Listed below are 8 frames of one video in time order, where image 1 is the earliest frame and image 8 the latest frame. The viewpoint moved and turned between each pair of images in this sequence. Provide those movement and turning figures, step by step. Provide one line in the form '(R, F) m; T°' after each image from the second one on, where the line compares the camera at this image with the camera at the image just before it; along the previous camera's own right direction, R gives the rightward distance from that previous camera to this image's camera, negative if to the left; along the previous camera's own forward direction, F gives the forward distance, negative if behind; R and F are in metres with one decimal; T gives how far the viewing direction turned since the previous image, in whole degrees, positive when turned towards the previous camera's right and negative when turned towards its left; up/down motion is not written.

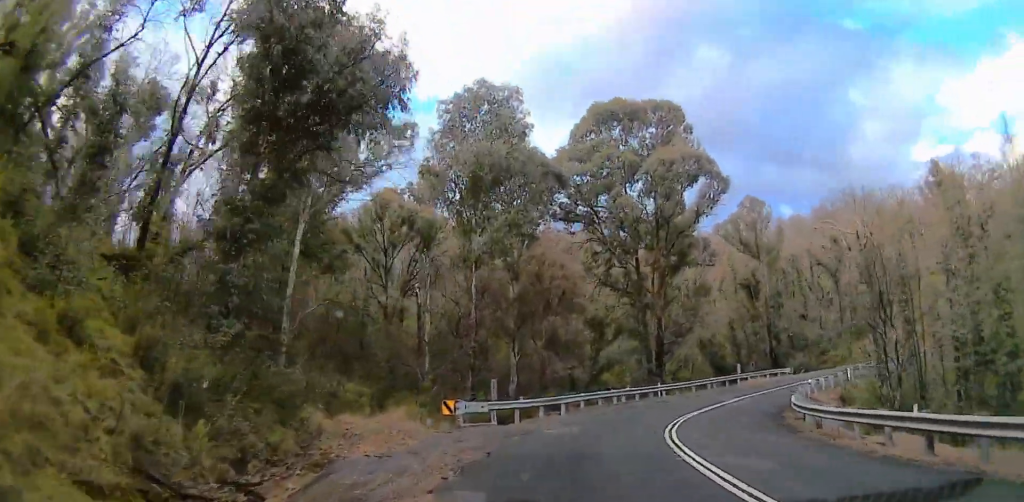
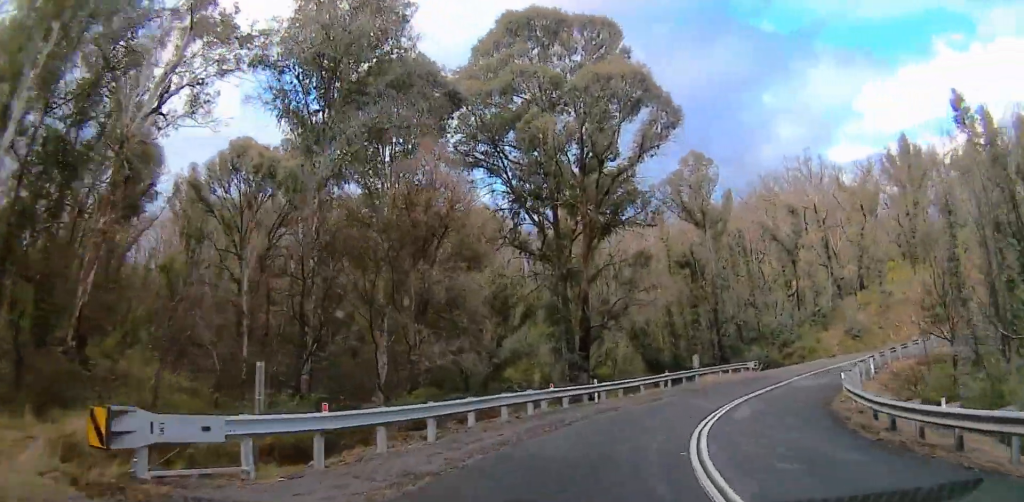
(+0.4, +13.7) m; +5°
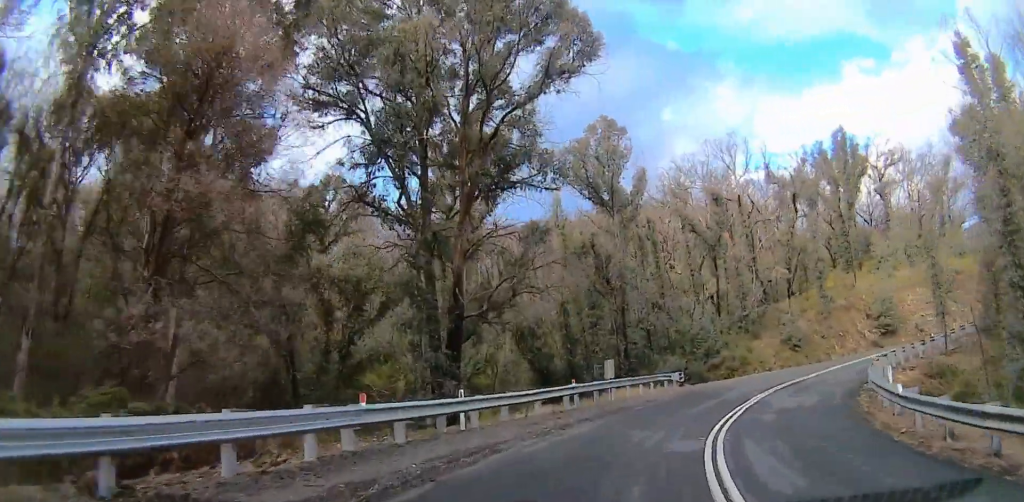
(-0.1, +10.1) m; +8°
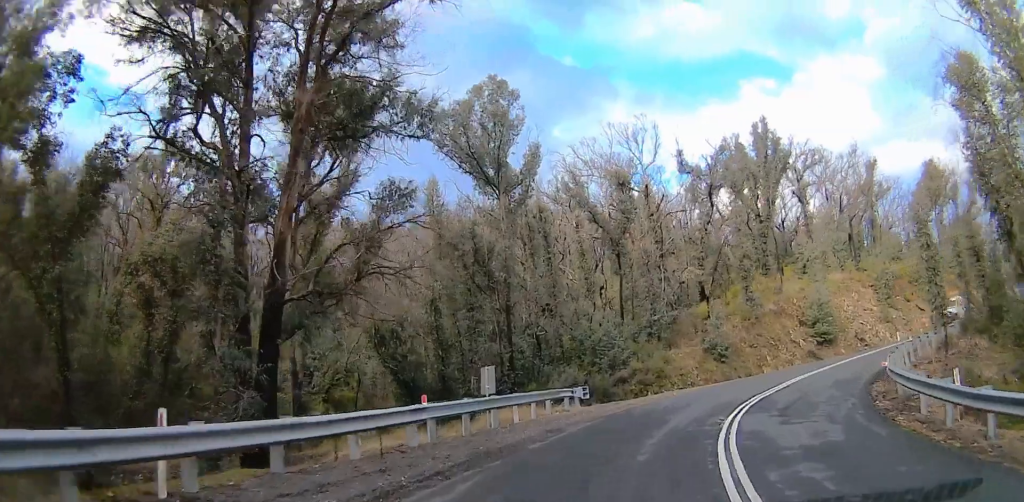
(+1.1, +8.4) m; +11°
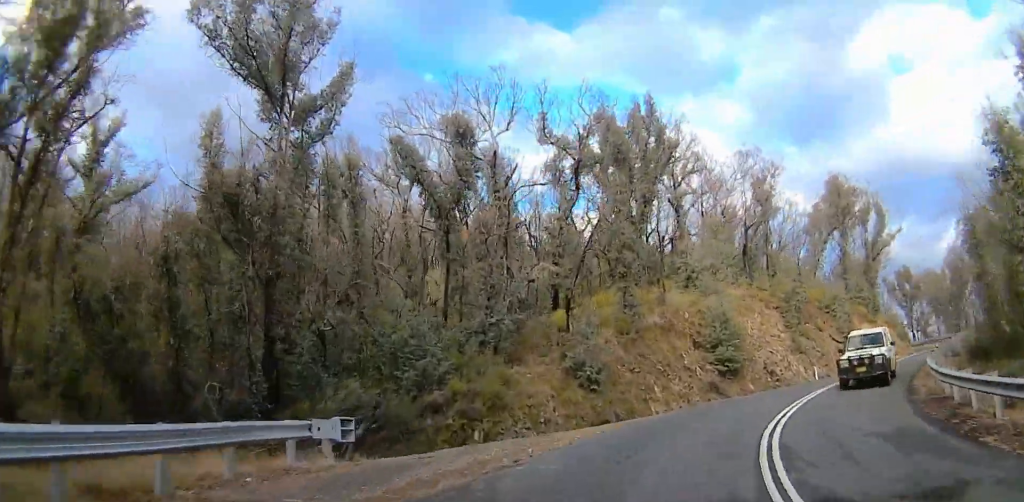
(+2.0, +12.4) m; +19°
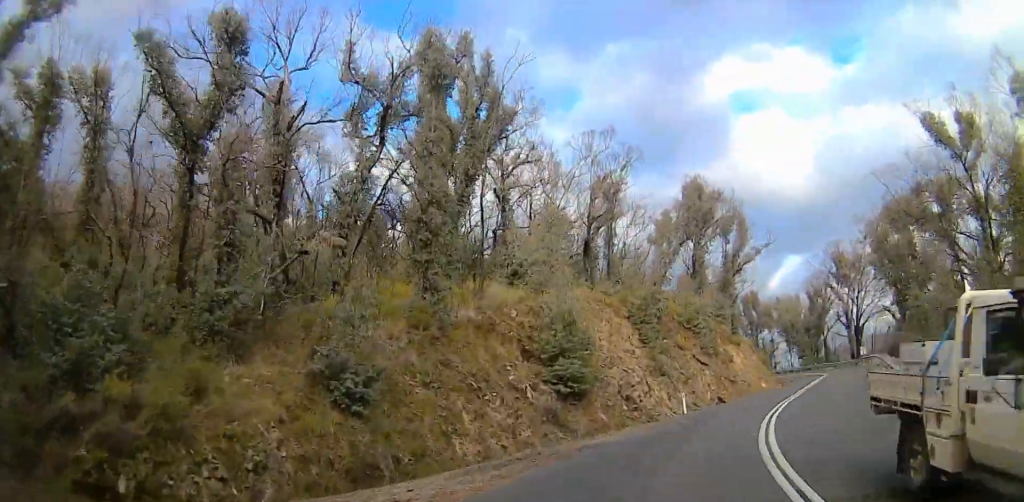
(+1.5, +9.9) m; +12°
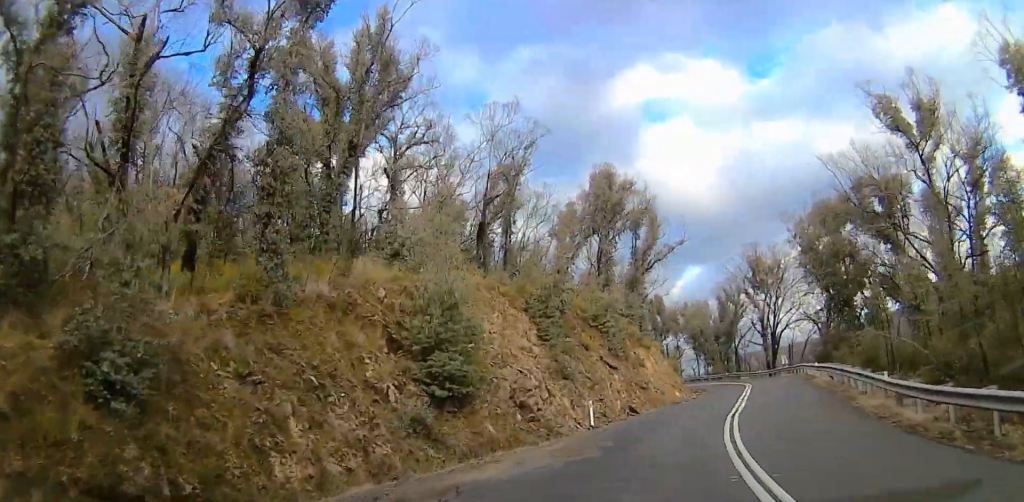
(+0.4, +5.2) m; +5°
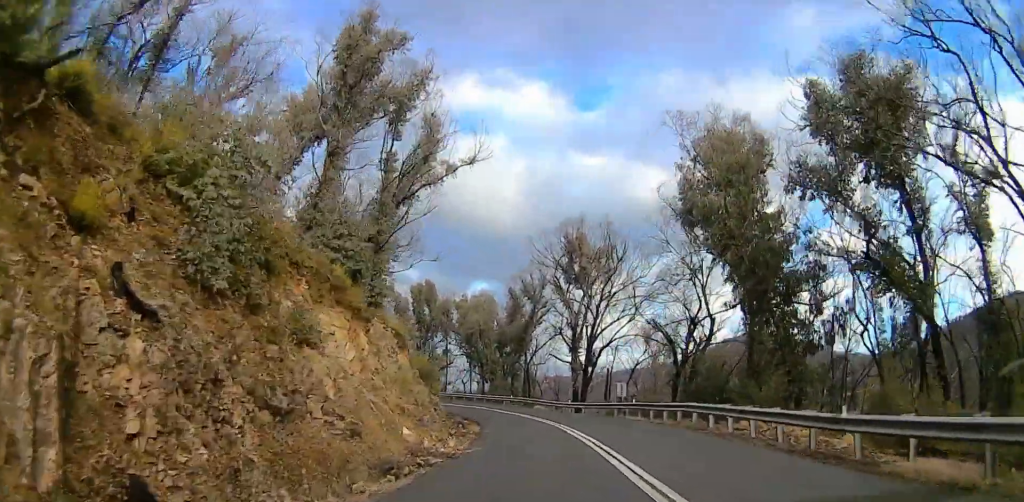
(+3.2, +22.5) m; +16°
